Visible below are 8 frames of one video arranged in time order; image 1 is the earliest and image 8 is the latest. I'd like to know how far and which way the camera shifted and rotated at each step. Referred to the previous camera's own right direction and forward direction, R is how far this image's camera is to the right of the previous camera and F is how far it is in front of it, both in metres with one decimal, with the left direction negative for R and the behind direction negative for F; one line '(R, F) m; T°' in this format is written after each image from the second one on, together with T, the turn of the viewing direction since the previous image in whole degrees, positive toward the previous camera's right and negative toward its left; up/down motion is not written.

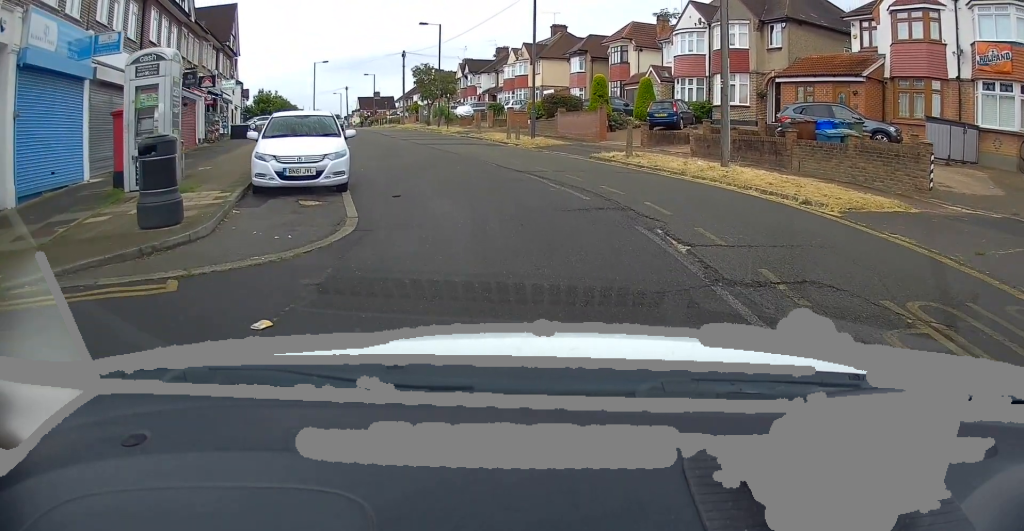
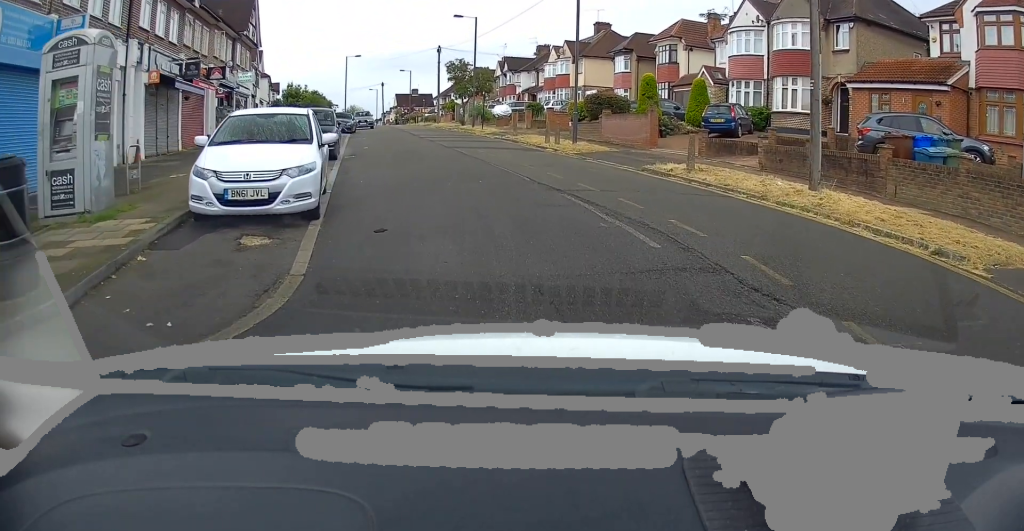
(-0.1, +3.2) m; -4°
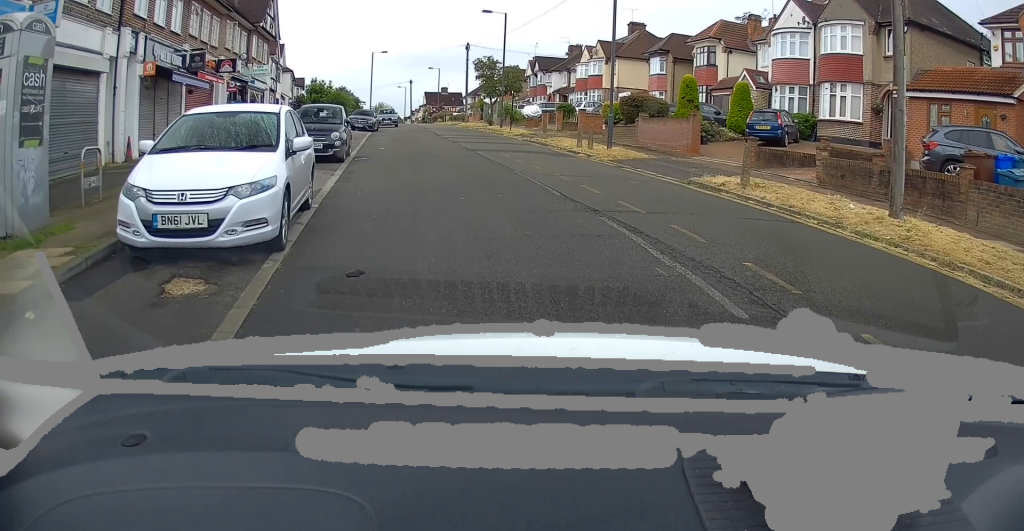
(0.0, +2.1) m; -3°
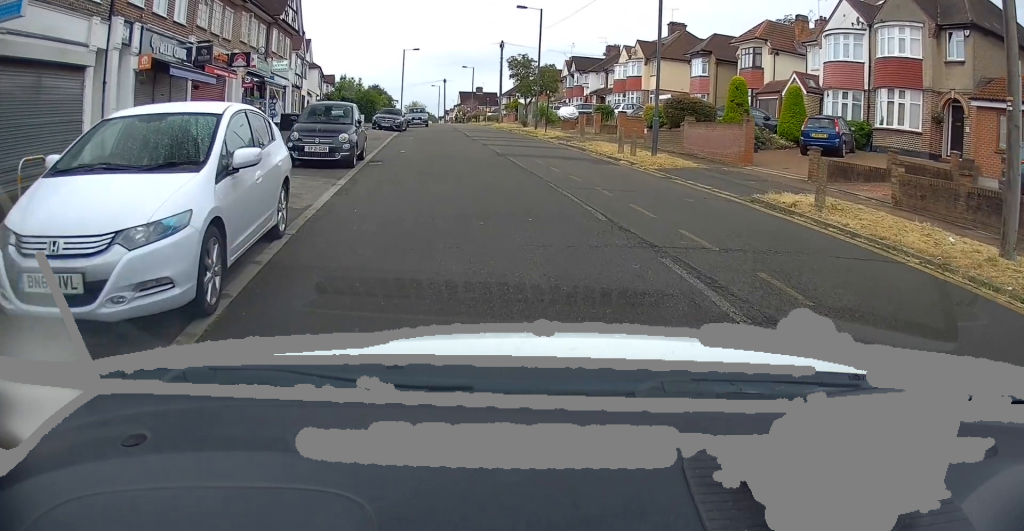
(-0.1, +2.3) m; -2°
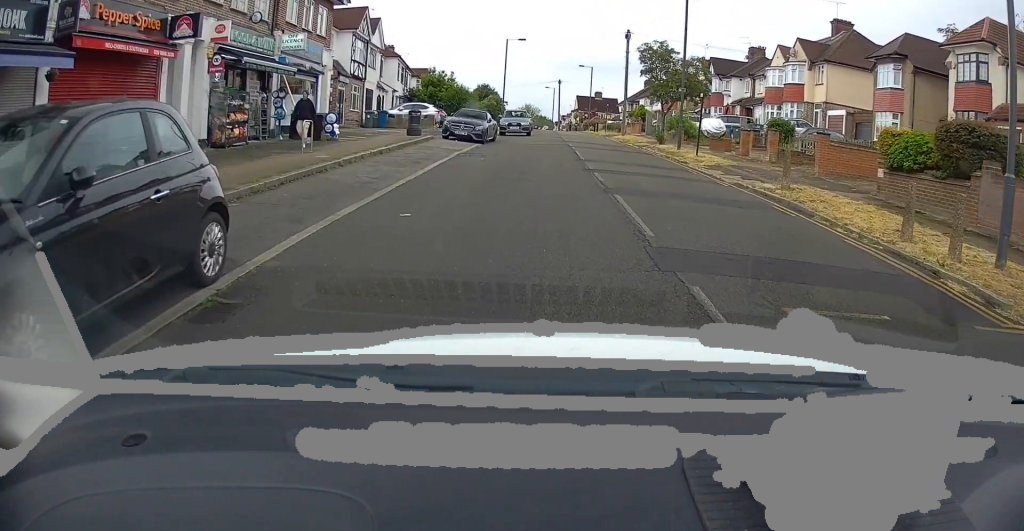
(-1.1, +13.0) m; -7°
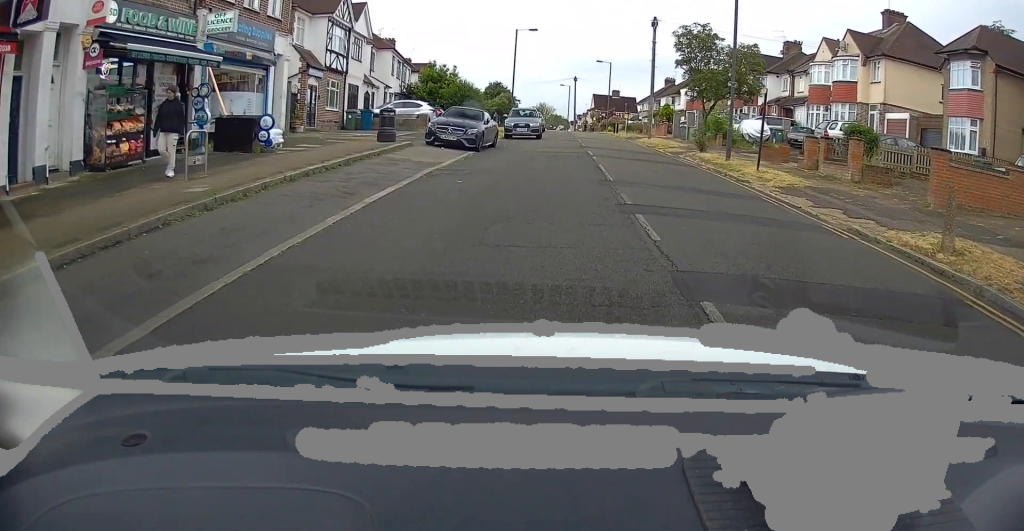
(0.0, +6.3) m; 0°
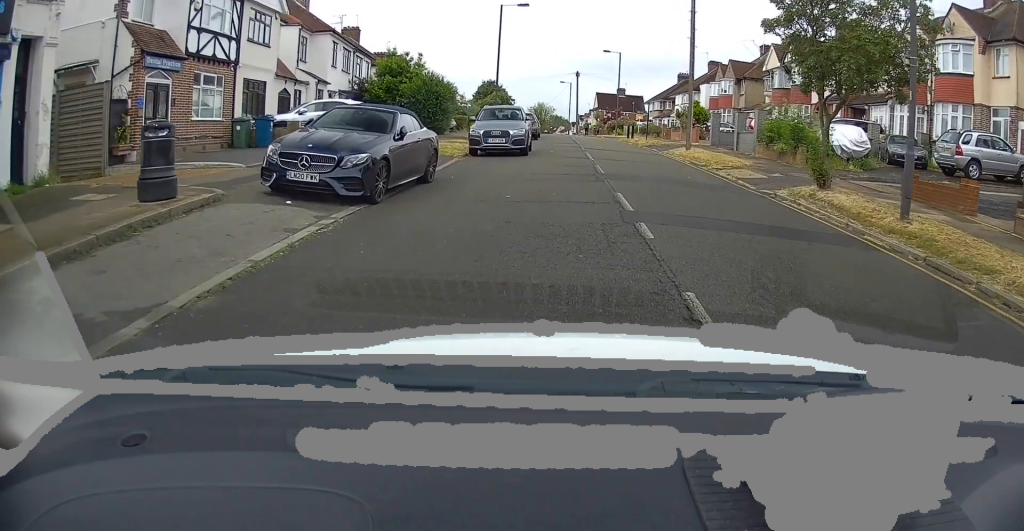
(+0.1, +11.8) m; +1°
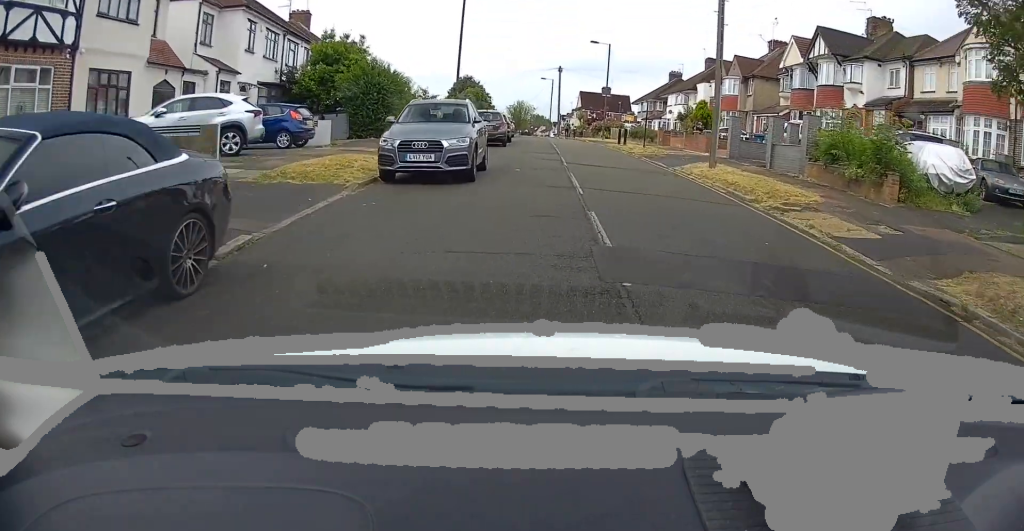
(+0.2, +7.8) m; +2°
